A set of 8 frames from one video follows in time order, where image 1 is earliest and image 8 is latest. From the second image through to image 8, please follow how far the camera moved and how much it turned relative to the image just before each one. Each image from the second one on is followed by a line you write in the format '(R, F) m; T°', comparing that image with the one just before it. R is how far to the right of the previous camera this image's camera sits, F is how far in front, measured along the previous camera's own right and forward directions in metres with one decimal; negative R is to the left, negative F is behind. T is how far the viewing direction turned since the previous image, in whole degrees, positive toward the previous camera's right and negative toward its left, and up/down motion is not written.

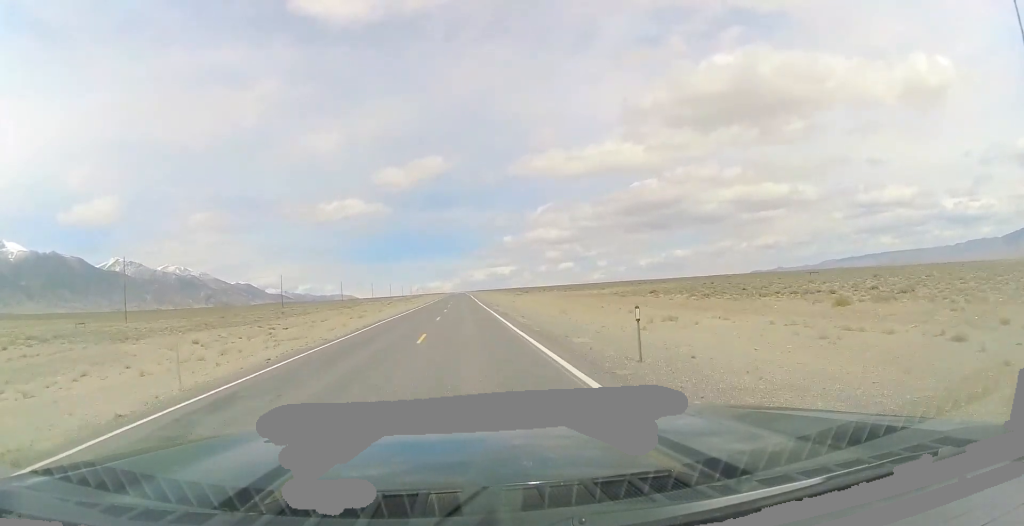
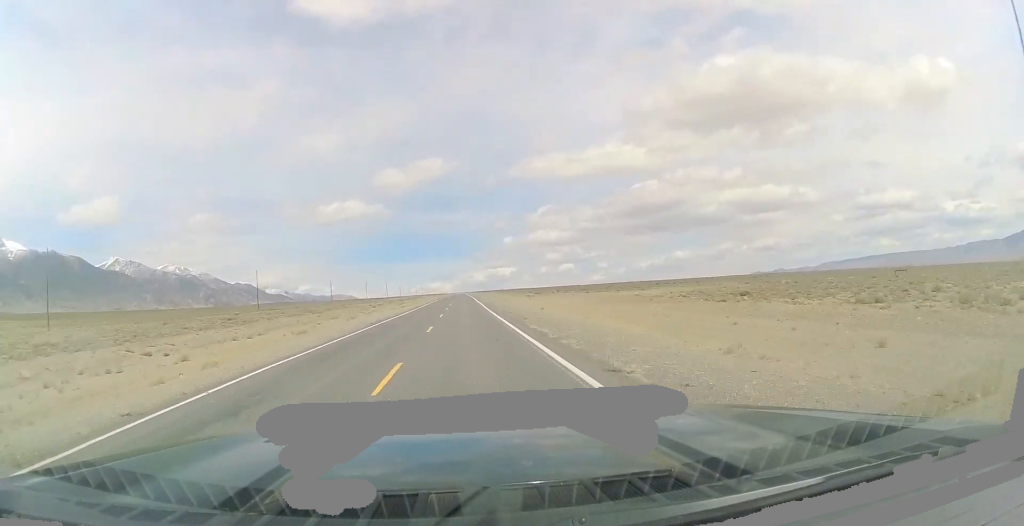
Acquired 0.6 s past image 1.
(0.0, +22.4) m; 0°
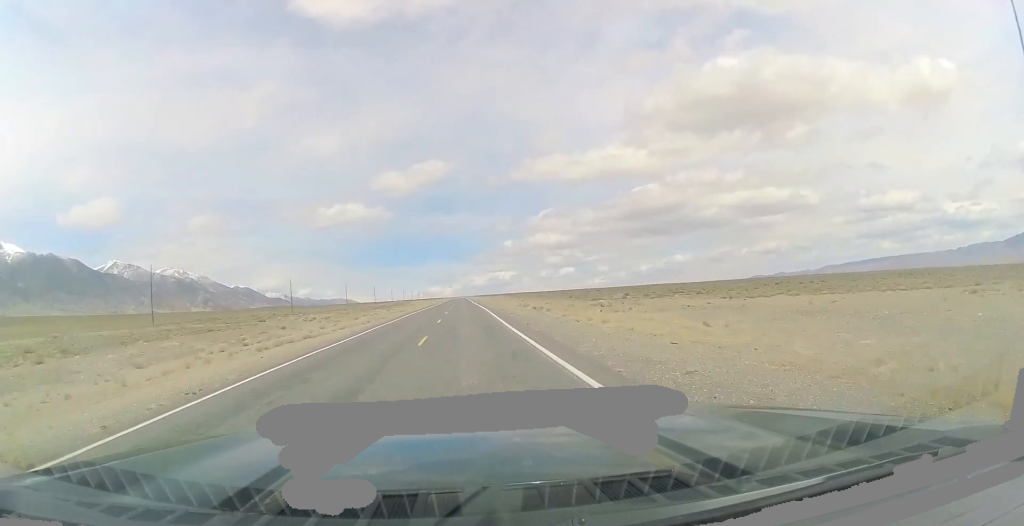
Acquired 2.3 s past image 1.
(-0.6, +58.9) m; -1°
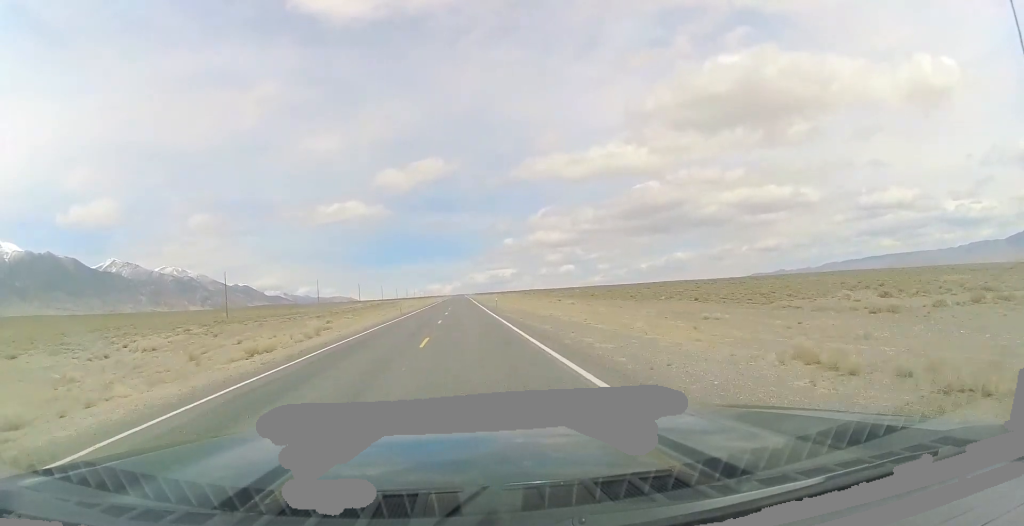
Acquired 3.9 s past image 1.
(+0.3, +55.0) m; +1°
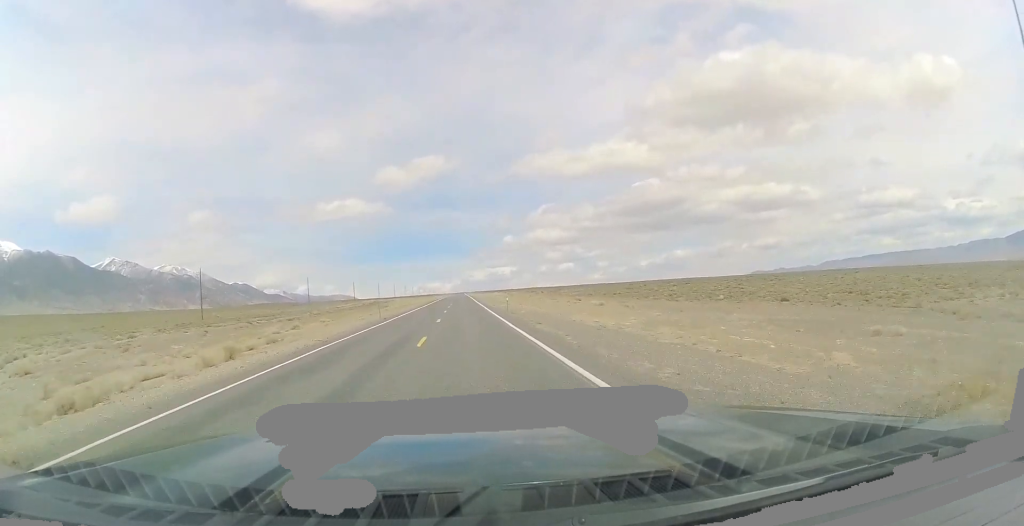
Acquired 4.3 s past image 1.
(+0.1, +14.0) m; 0°
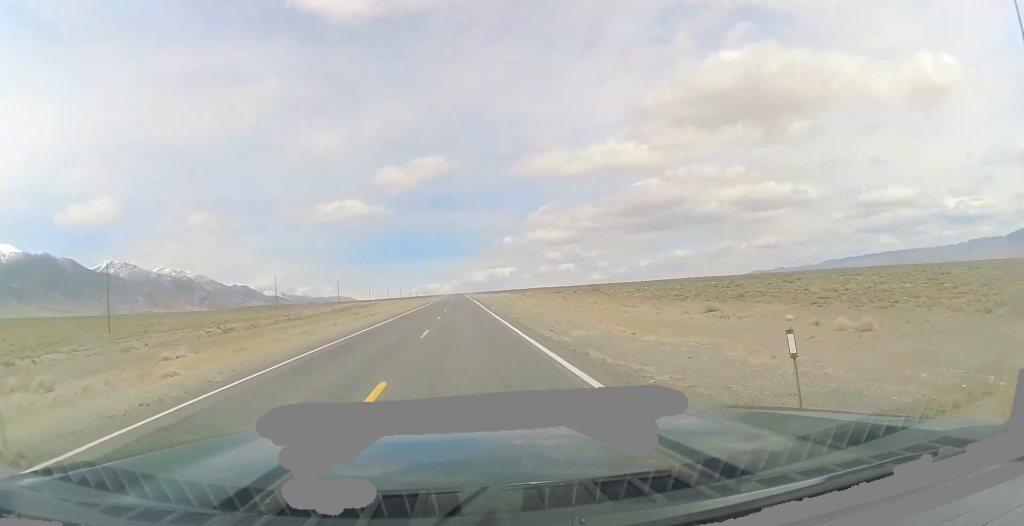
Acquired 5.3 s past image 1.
(+0.1, +37.4) m; 0°
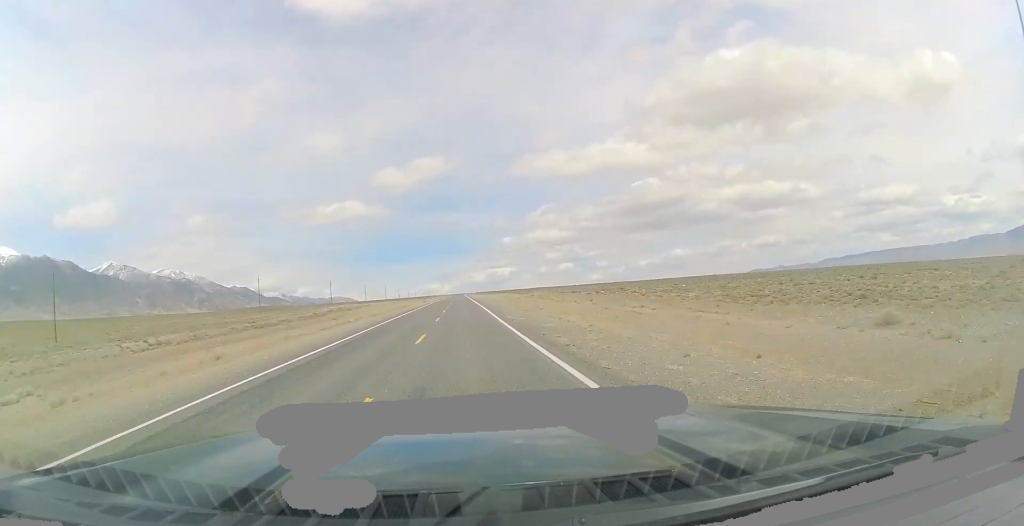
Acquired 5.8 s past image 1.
(0.0, +15.2) m; 0°
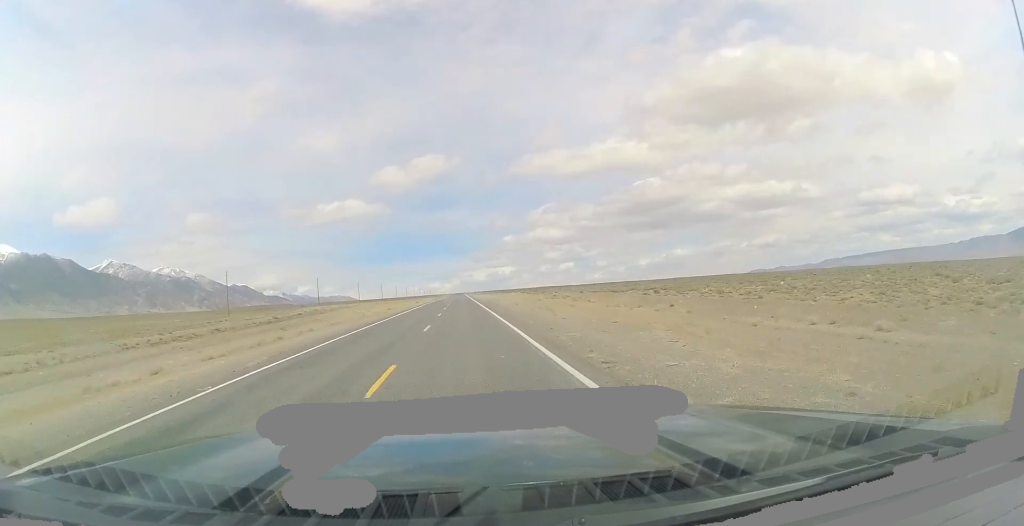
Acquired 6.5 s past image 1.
(+0.1, +24.6) m; -1°
